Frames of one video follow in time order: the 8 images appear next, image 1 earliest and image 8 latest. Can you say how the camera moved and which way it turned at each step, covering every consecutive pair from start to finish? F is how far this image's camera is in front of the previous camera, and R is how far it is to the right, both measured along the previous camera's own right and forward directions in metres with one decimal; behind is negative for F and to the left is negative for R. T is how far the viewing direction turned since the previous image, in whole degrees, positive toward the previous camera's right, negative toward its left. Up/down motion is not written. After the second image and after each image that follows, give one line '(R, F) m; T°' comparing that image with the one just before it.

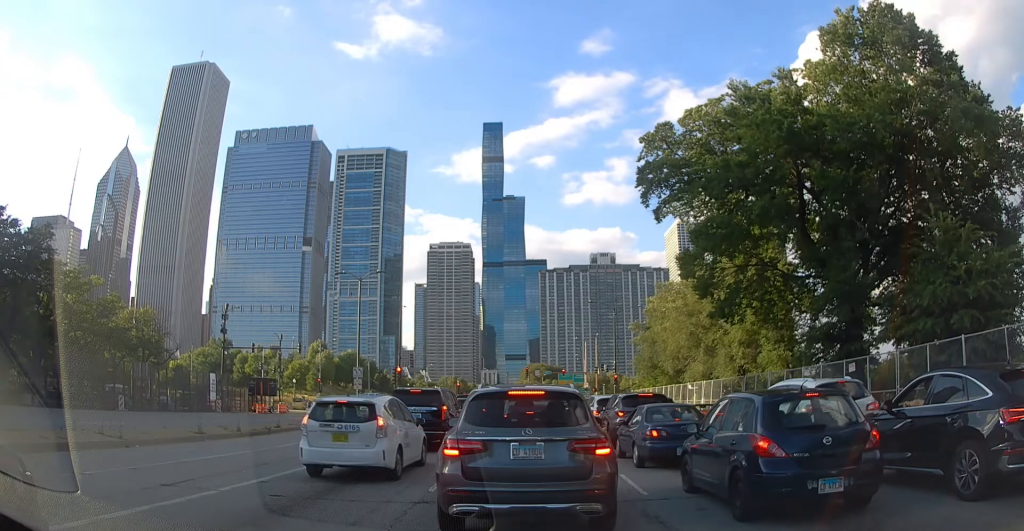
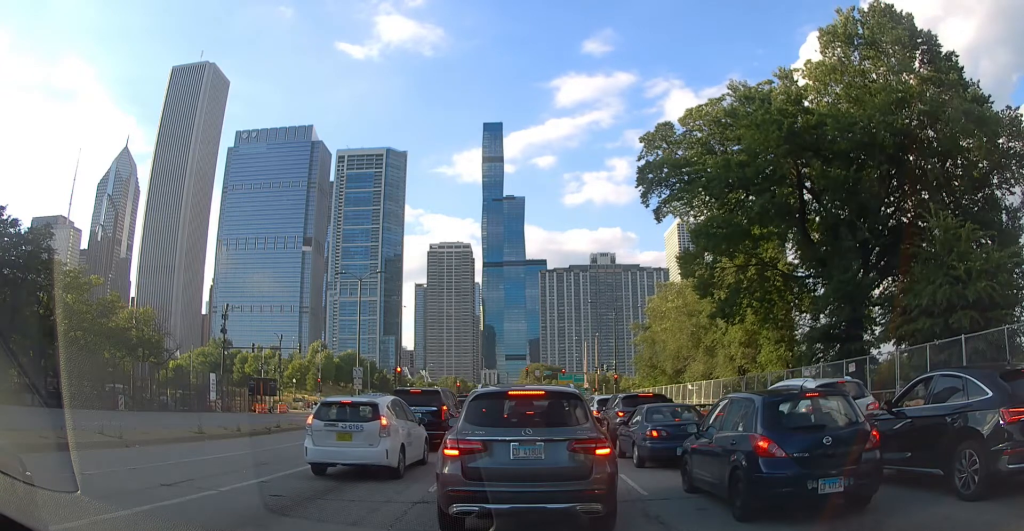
(0.0, 0.0) m; 0°
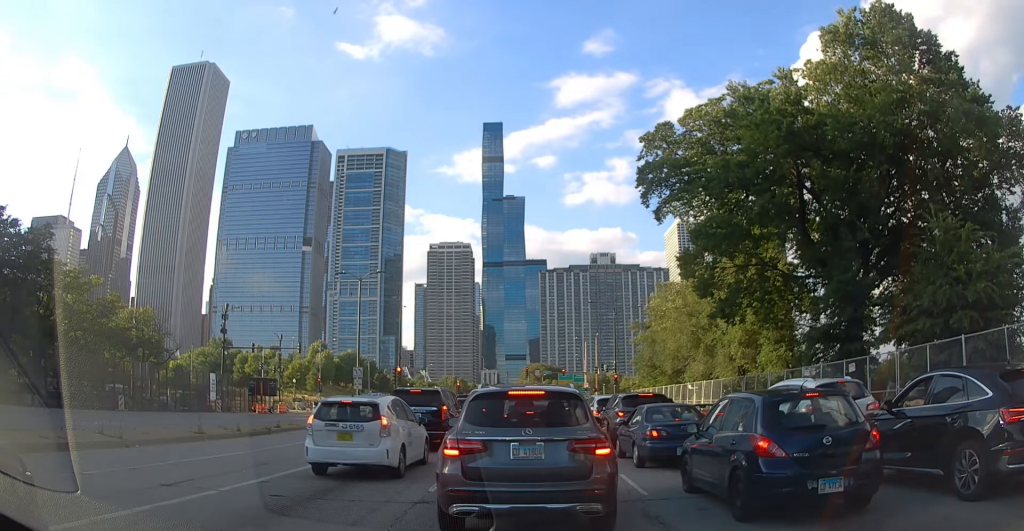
(0.0, 0.0) m; 0°
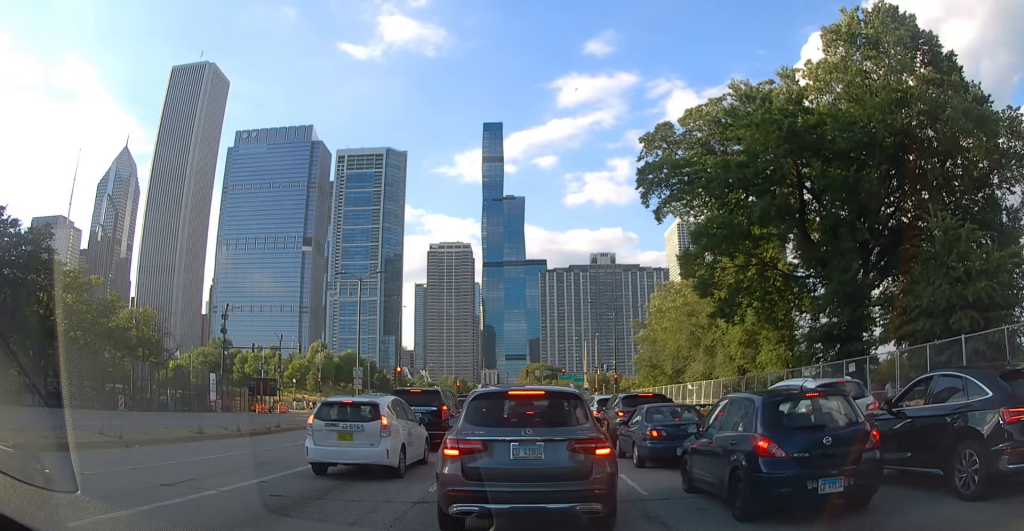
(0.0, 0.0) m; 0°
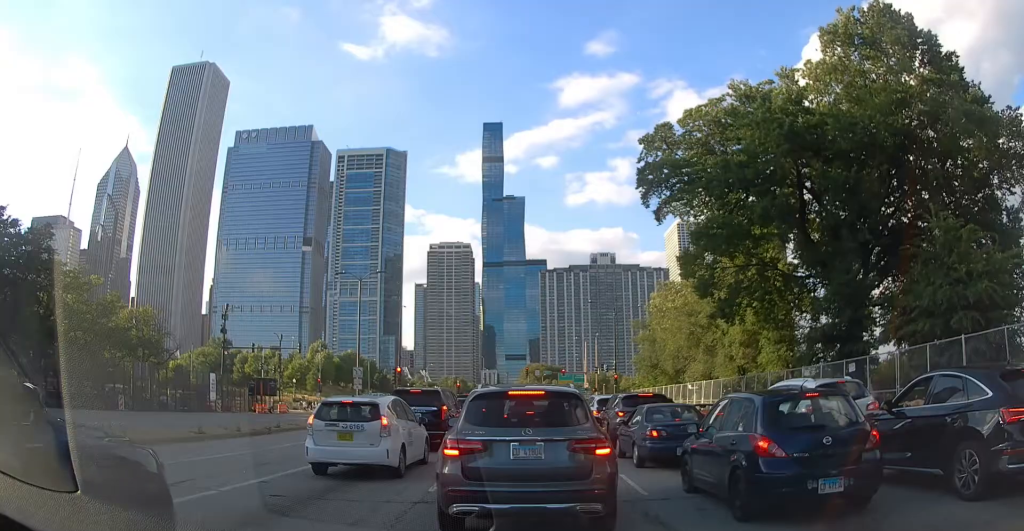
(0.0, 0.0) m; 0°
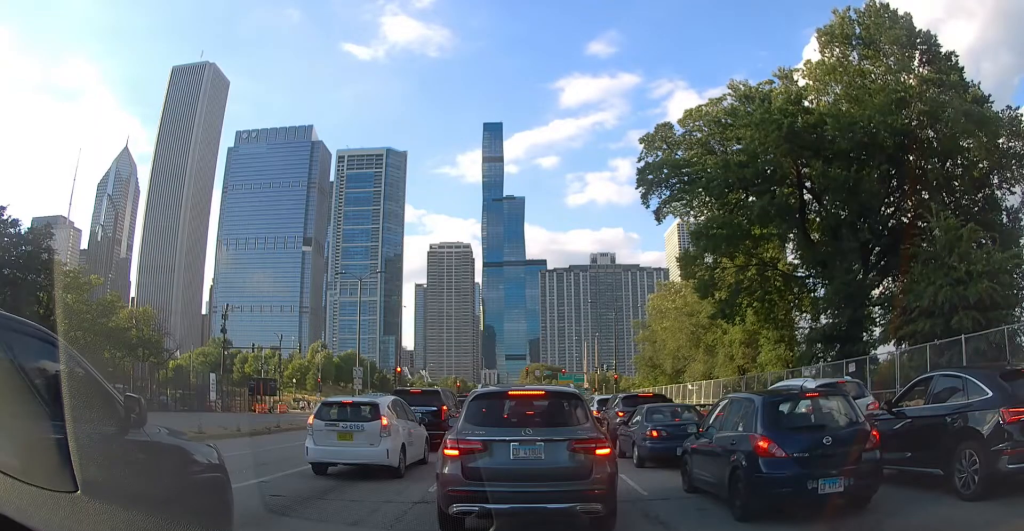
(0.0, 0.0) m; 0°
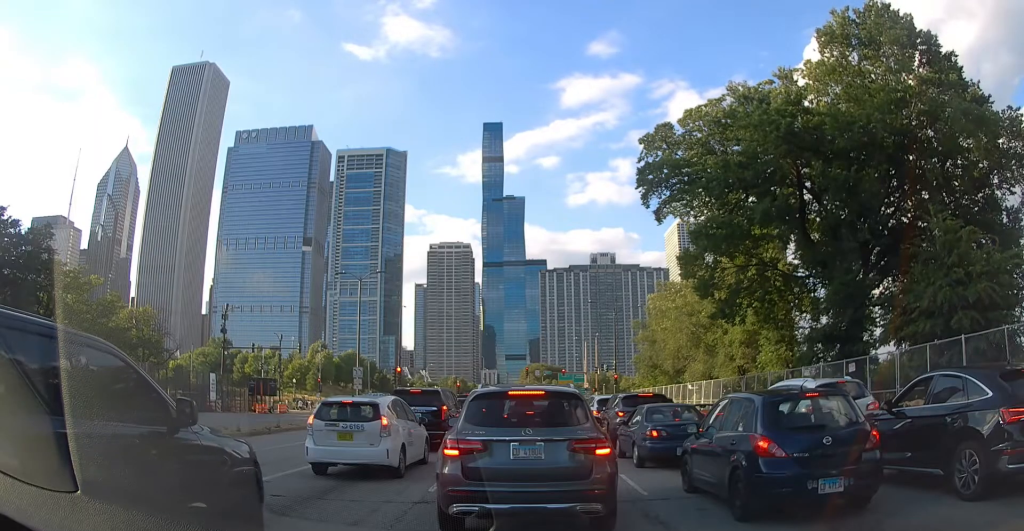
(0.0, 0.0) m; 0°
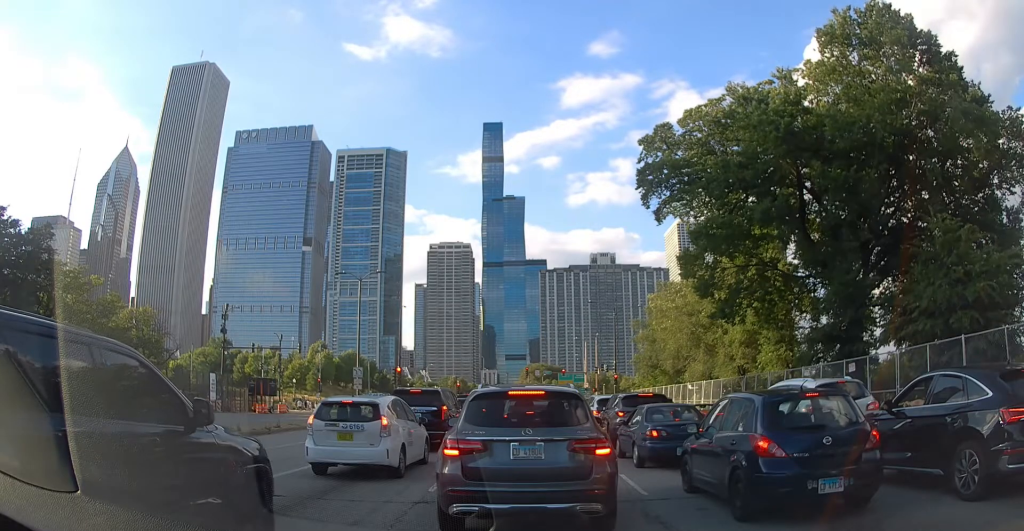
(0.0, 0.0) m; 0°
